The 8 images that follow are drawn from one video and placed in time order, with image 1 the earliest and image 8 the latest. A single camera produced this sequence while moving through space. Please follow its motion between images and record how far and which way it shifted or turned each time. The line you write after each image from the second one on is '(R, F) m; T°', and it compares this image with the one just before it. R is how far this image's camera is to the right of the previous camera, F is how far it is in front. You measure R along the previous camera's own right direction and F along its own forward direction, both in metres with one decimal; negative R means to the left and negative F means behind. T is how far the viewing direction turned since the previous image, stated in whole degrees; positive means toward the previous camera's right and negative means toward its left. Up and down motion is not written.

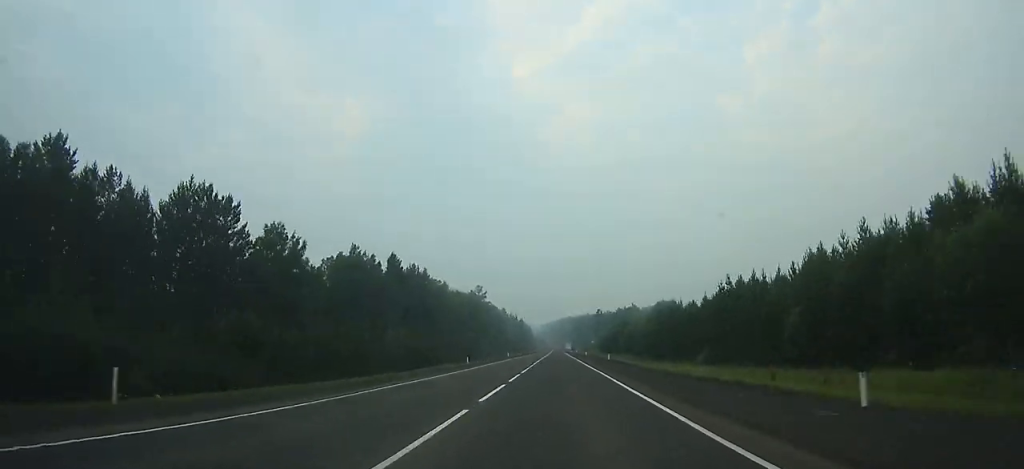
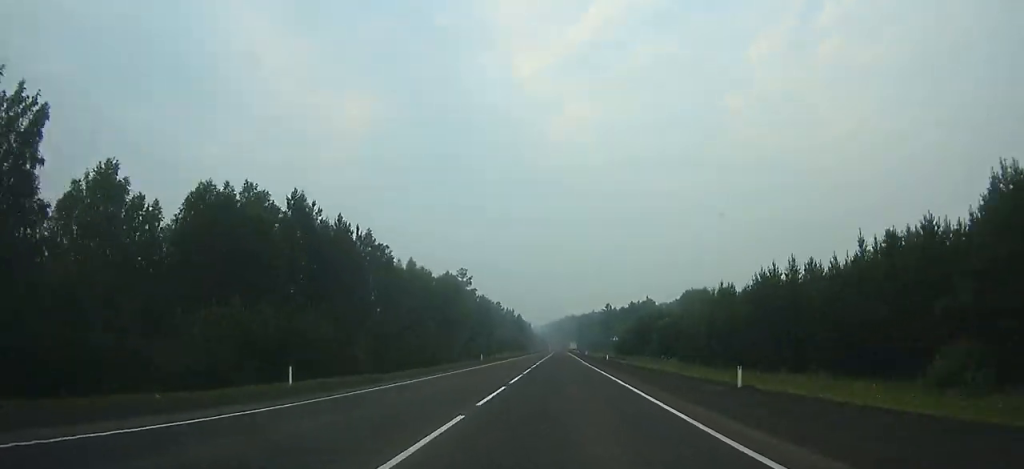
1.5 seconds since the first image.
(-0.2, +42.1) m; 0°
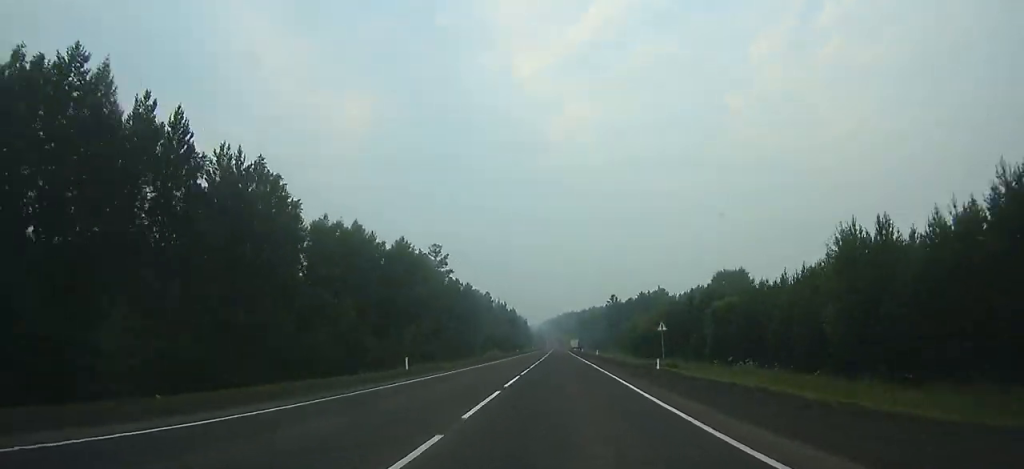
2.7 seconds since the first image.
(-0.1, +33.7) m; 0°
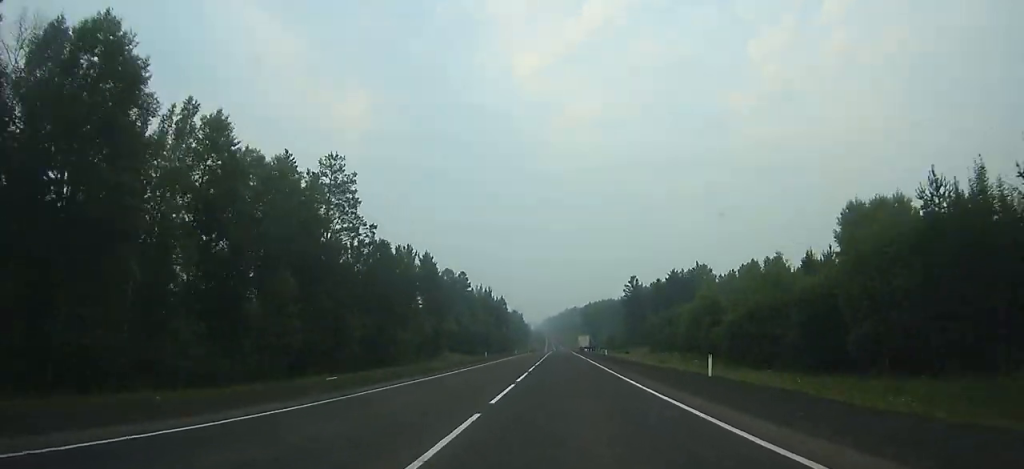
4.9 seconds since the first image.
(-0.2, +61.0) m; 0°
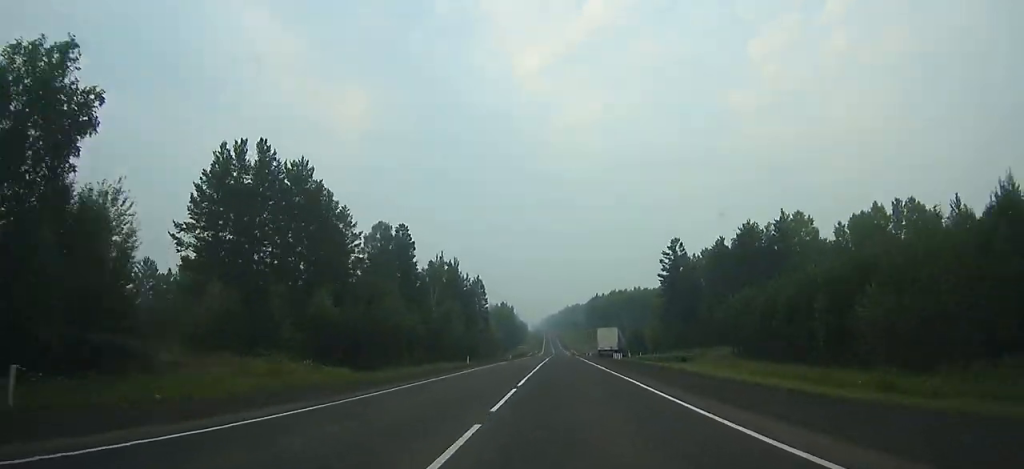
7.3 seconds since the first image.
(0.0, +65.7) m; 0°
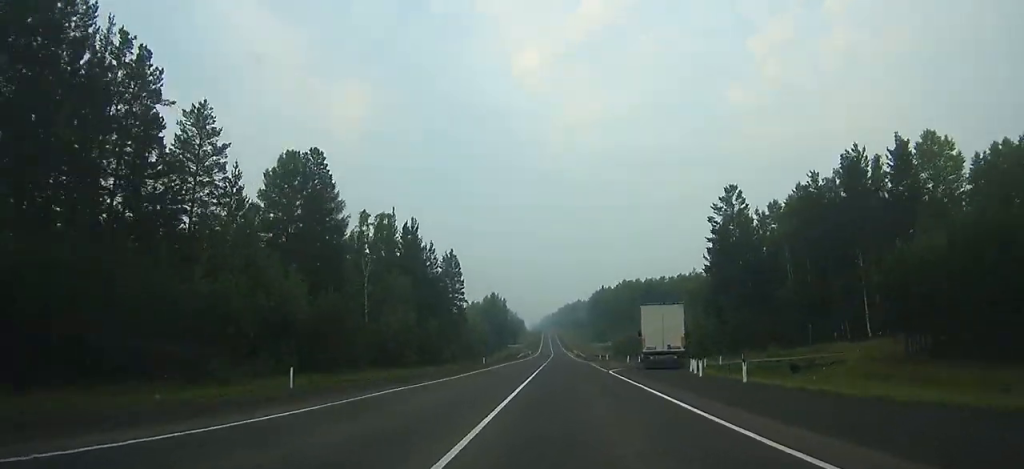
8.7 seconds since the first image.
(0.0, +37.9) m; 0°
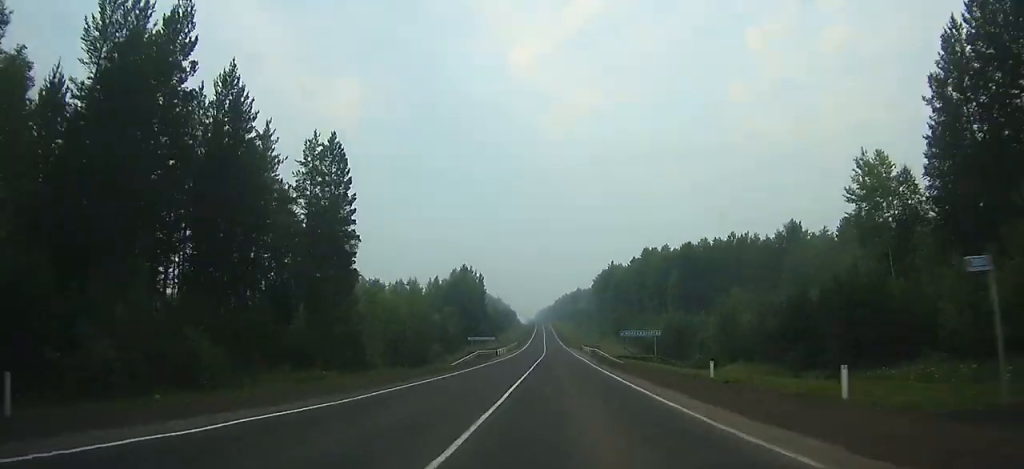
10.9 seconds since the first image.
(0.0, +59.8) m; 0°
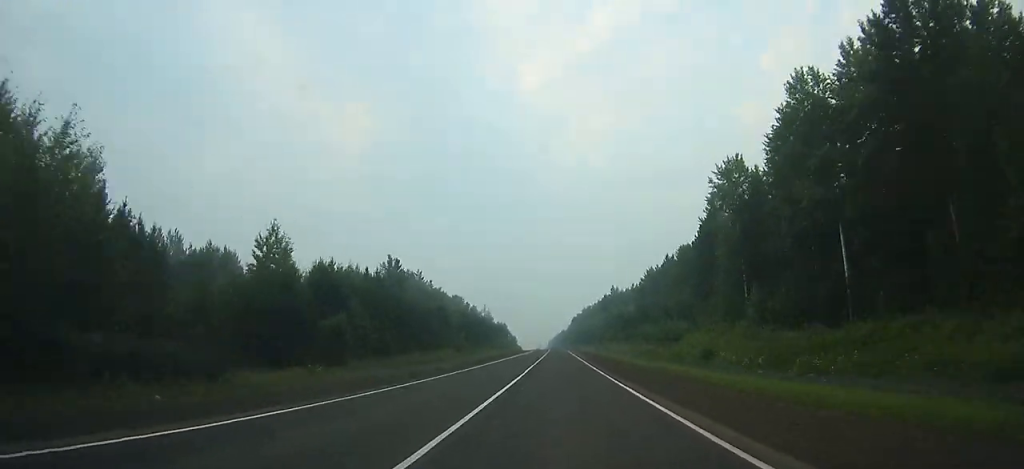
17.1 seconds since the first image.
(-0.6, +177.9) m; 0°
